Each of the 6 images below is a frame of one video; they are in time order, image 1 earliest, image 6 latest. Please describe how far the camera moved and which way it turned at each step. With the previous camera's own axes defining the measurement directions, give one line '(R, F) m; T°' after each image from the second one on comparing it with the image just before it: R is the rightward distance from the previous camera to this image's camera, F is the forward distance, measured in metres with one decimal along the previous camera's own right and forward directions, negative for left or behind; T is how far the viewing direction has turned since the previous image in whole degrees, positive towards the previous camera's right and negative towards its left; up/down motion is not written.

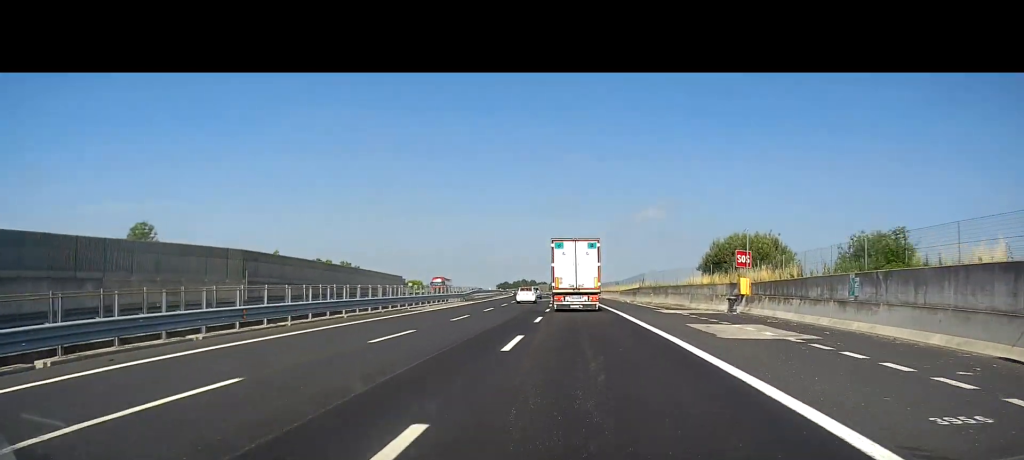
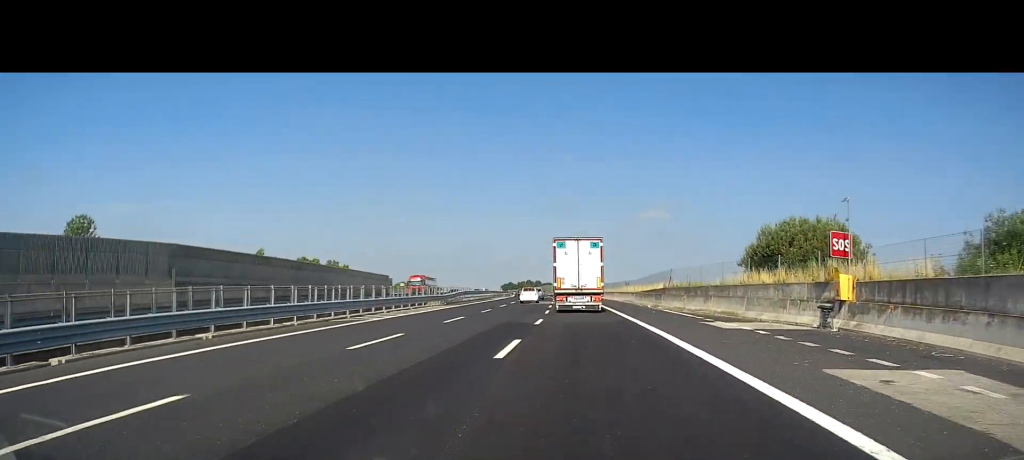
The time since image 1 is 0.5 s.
(+0.2, +13.0) m; 0°
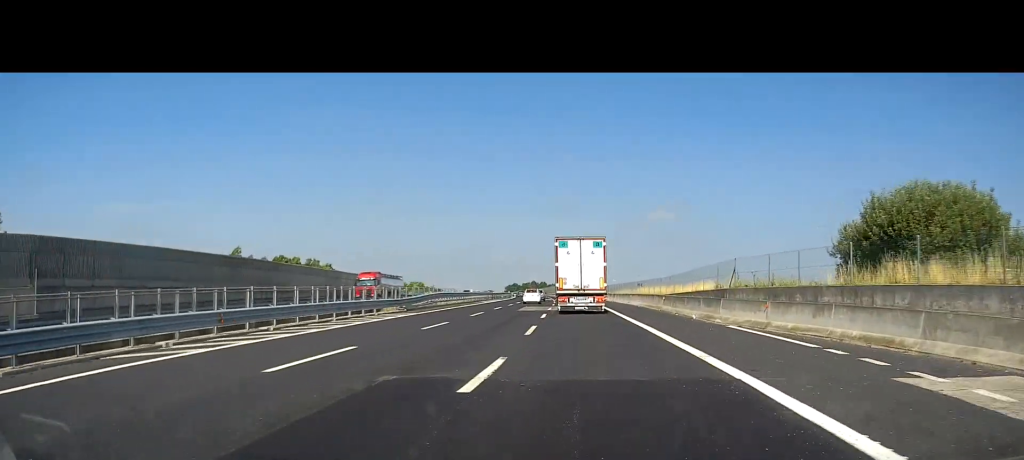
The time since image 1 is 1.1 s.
(+0.5, +15.7) m; 0°
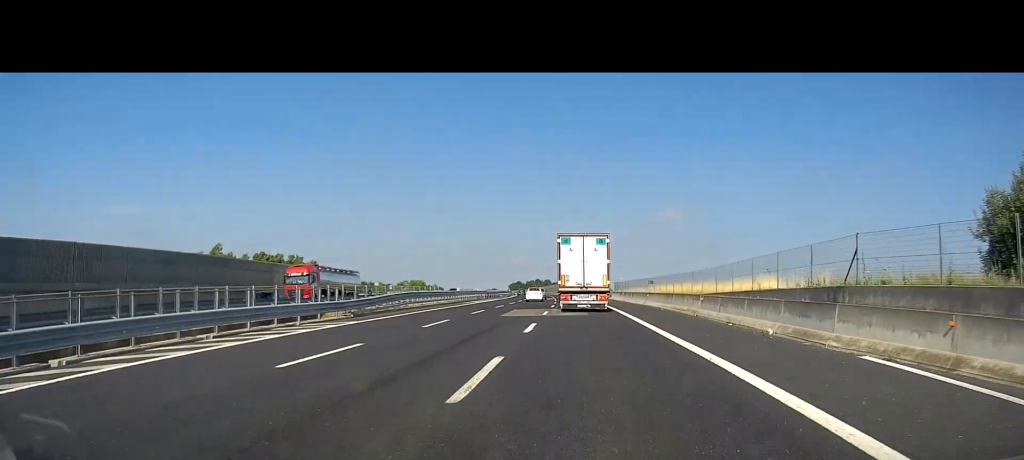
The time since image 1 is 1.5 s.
(-0.3, +11.3) m; -1°
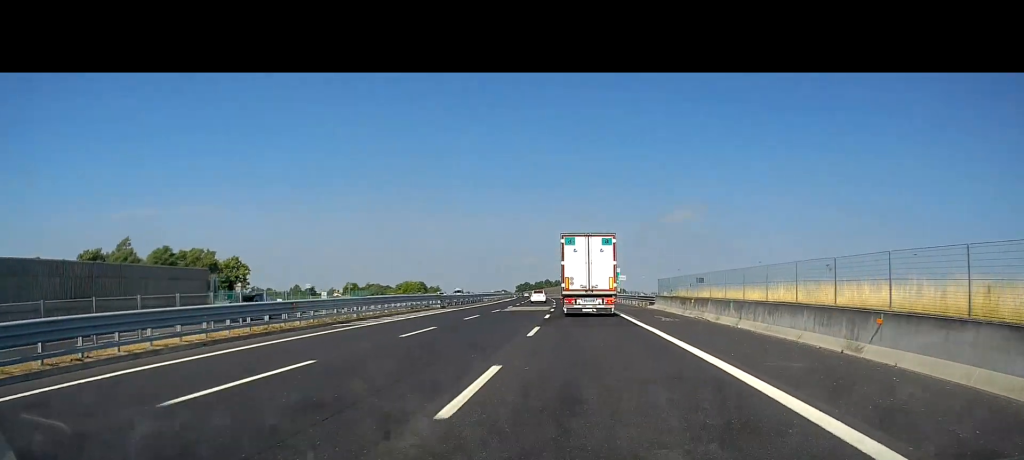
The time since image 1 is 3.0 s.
(-1.3, +37.6) m; -2°
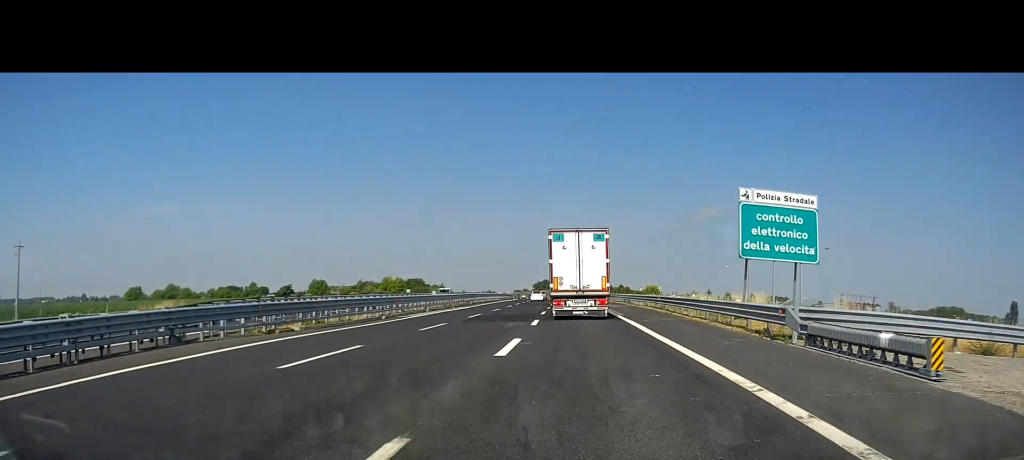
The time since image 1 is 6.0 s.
(-0.5, +77.6) m; -1°
